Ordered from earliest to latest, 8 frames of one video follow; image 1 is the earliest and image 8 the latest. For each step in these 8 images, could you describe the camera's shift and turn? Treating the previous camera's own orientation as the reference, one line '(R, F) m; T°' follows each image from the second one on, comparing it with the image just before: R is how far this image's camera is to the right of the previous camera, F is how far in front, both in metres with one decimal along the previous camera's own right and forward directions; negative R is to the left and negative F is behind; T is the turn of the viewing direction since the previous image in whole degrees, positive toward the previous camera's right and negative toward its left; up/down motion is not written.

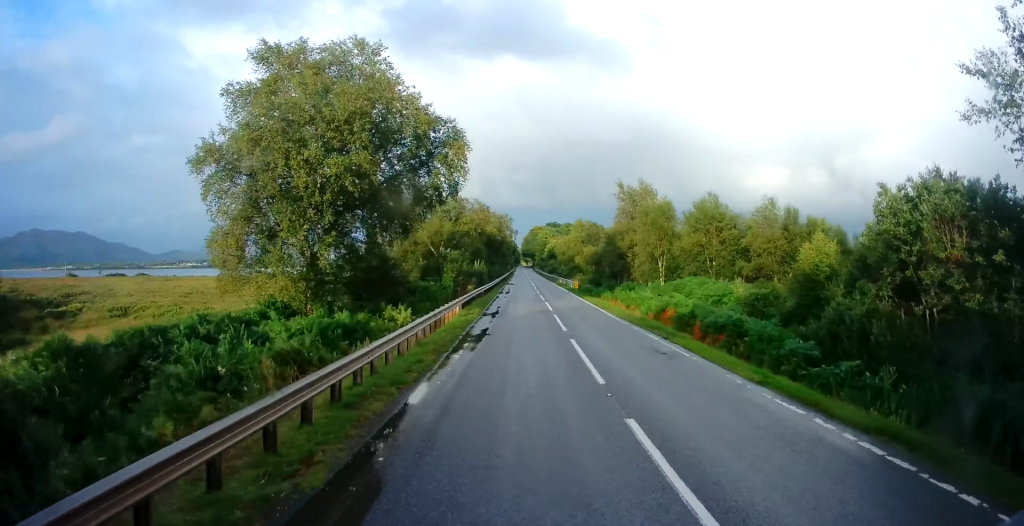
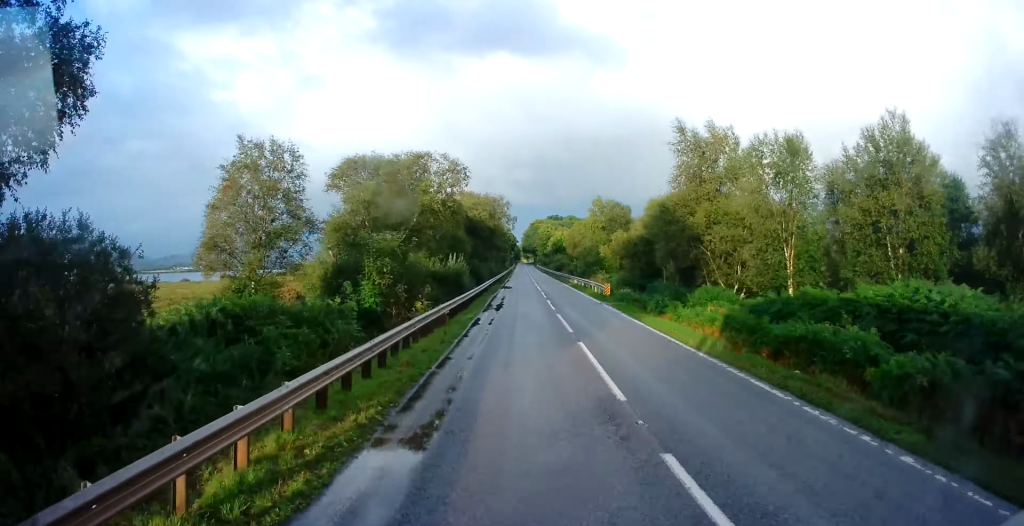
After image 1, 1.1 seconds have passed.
(-0.3, +20.0) m; 0°
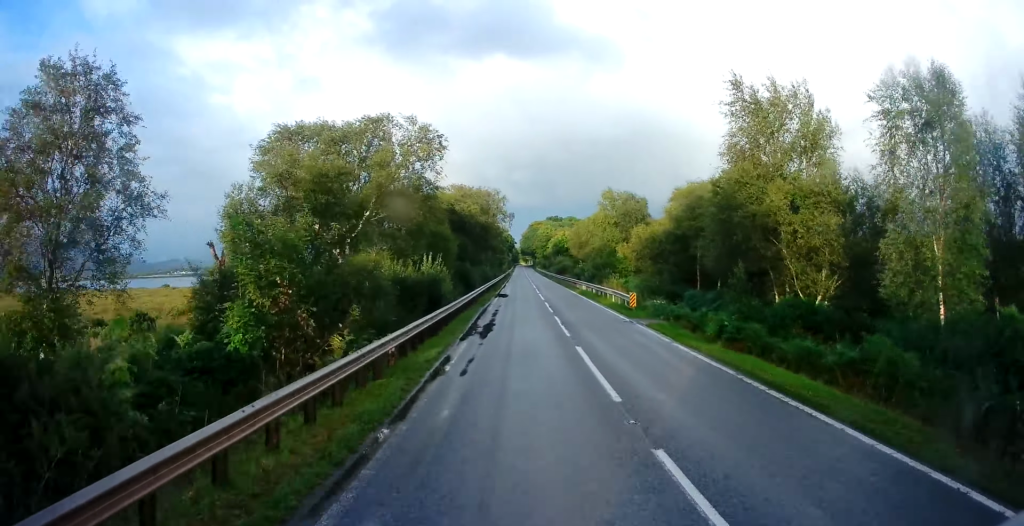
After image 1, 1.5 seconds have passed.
(+0.2, +8.8) m; 0°
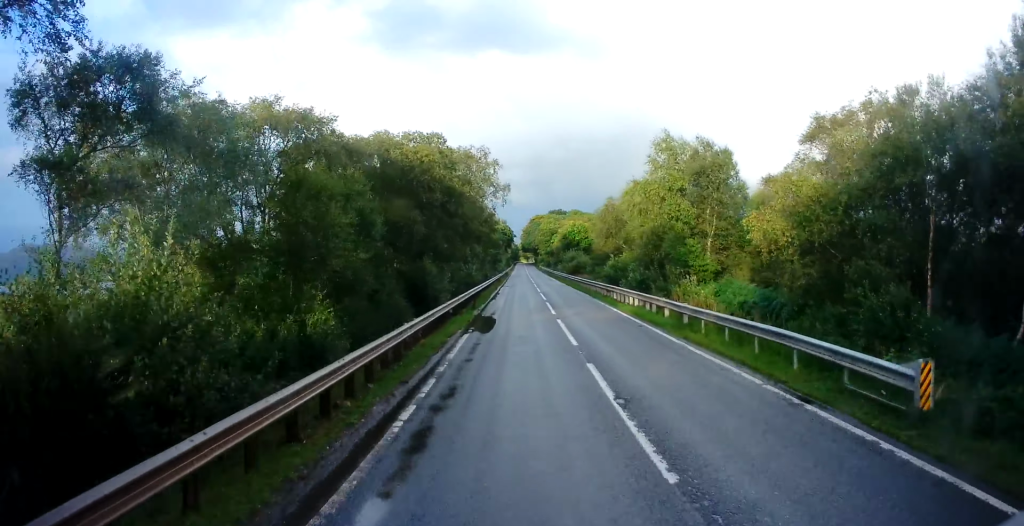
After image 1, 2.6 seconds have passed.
(-0.2, +21.0) m; 0°
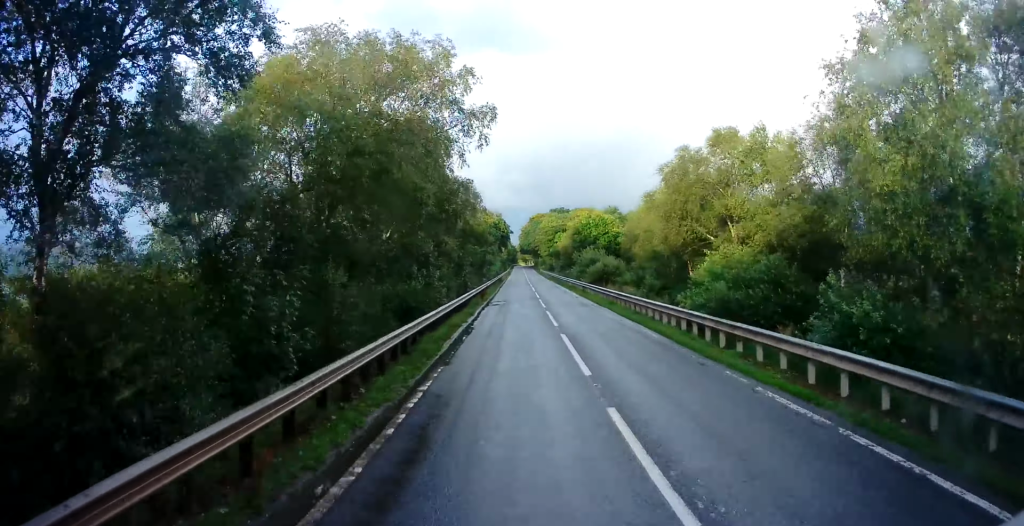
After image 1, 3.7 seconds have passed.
(+0.4, +21.3) m; 0°
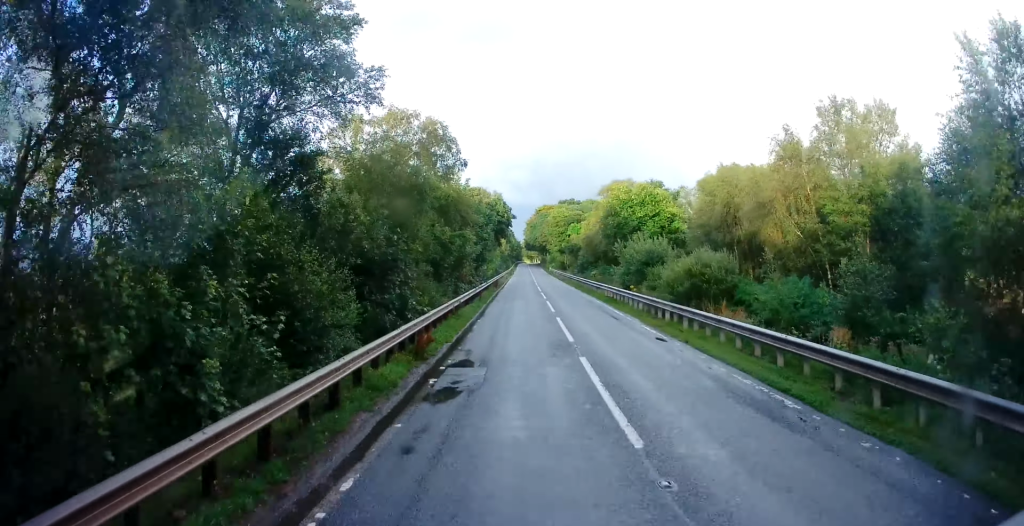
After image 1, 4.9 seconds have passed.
(-0.5, +22.2) m; -2°
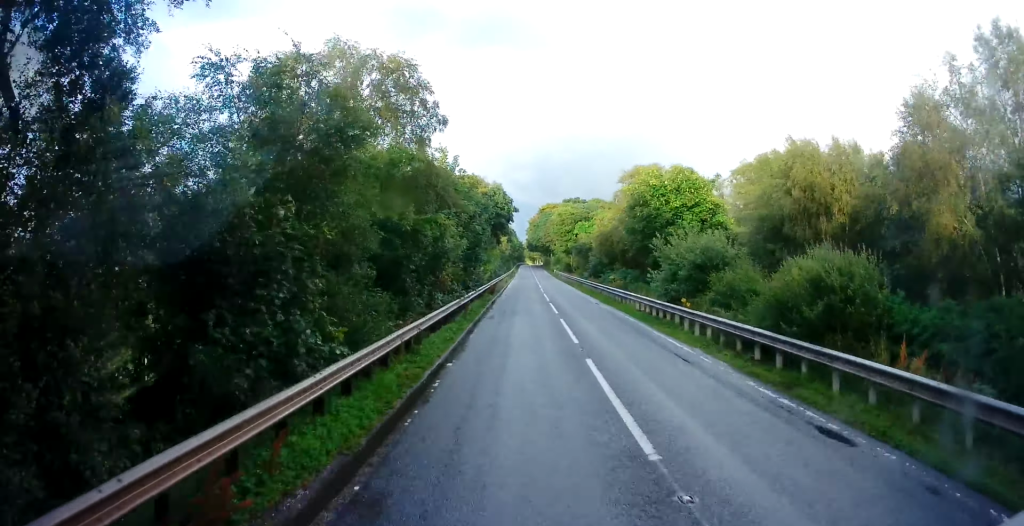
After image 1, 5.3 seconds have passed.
(0.0, +9.3) m; 0°
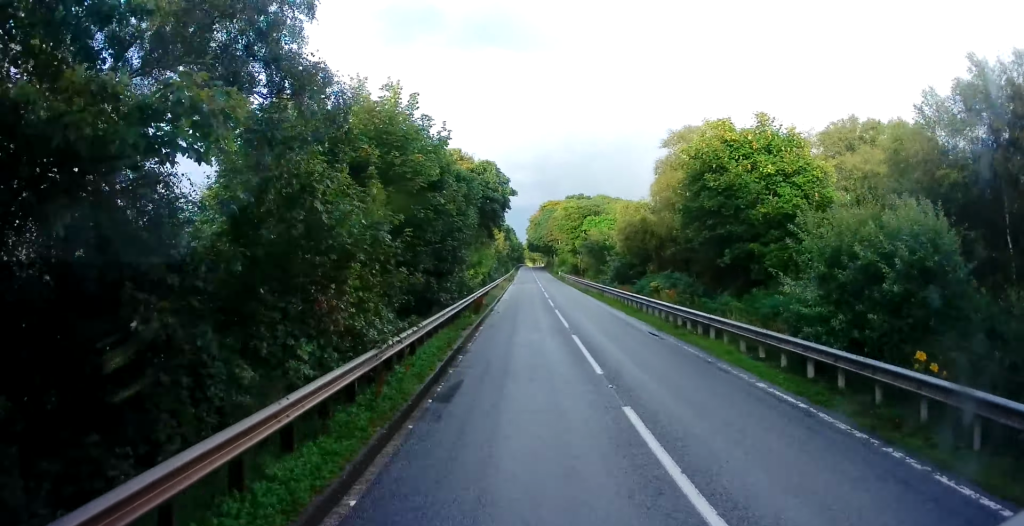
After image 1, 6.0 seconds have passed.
(0.0, +13.3) m; 0°
